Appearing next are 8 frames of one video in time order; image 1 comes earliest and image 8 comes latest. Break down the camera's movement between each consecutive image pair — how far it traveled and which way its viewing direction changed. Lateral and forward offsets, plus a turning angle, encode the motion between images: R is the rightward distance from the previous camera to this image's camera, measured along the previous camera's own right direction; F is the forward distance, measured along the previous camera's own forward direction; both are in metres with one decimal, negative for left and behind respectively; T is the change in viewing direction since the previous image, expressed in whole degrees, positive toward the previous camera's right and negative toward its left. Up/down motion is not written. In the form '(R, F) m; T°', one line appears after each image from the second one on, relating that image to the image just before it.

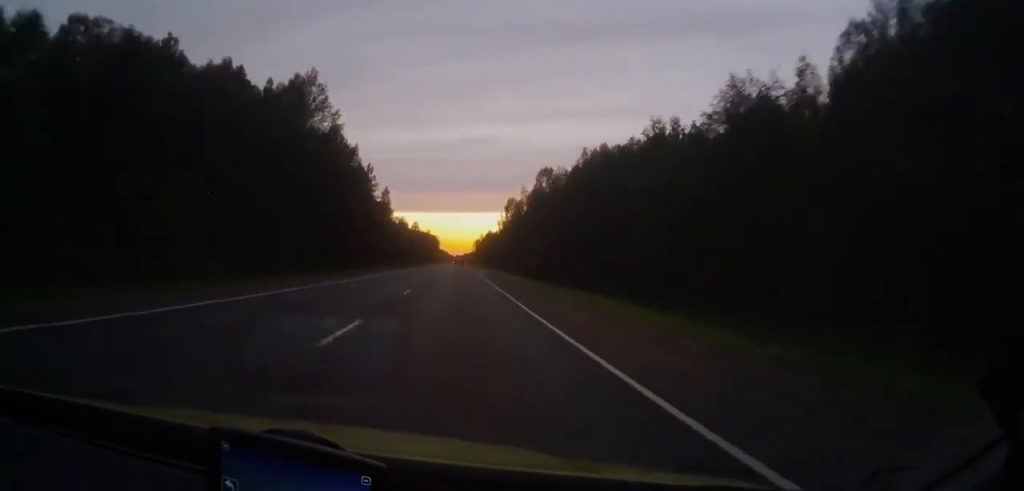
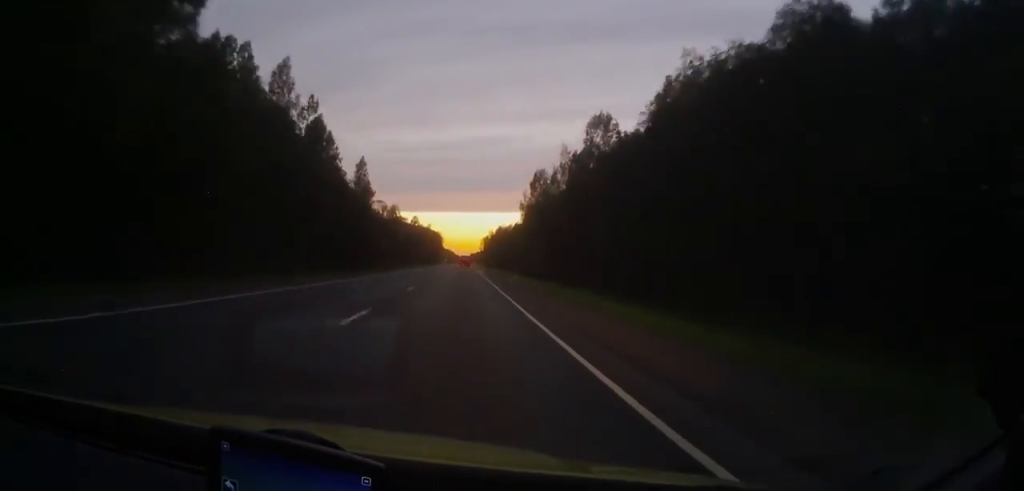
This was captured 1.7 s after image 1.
(-0.1, +57.1) m; 0°
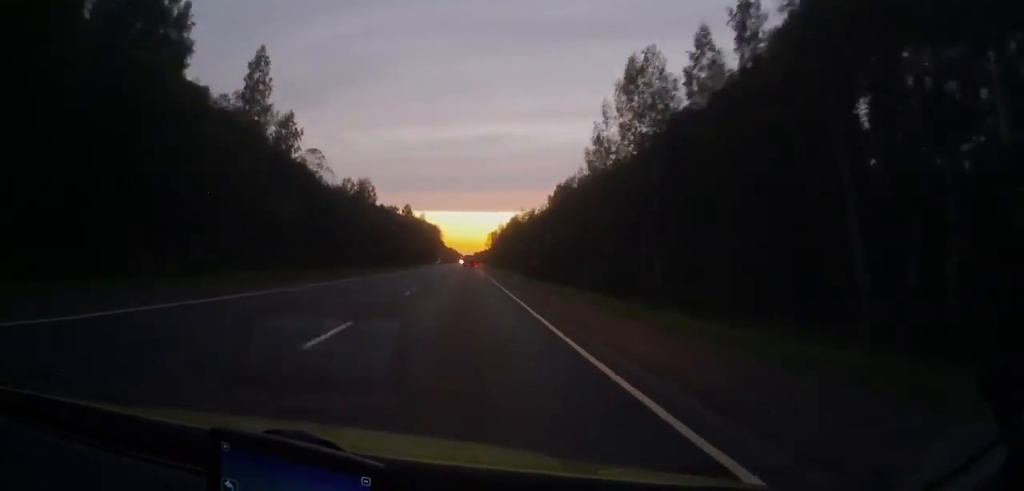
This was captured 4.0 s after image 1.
(-0.6, +74.7) m; 0°
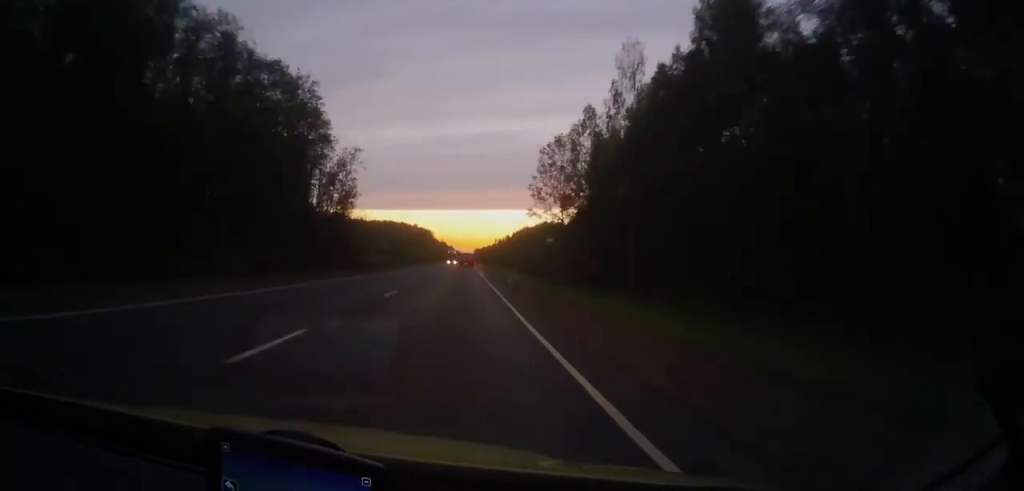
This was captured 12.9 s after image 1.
(-0.6, +312.7) m; 0°
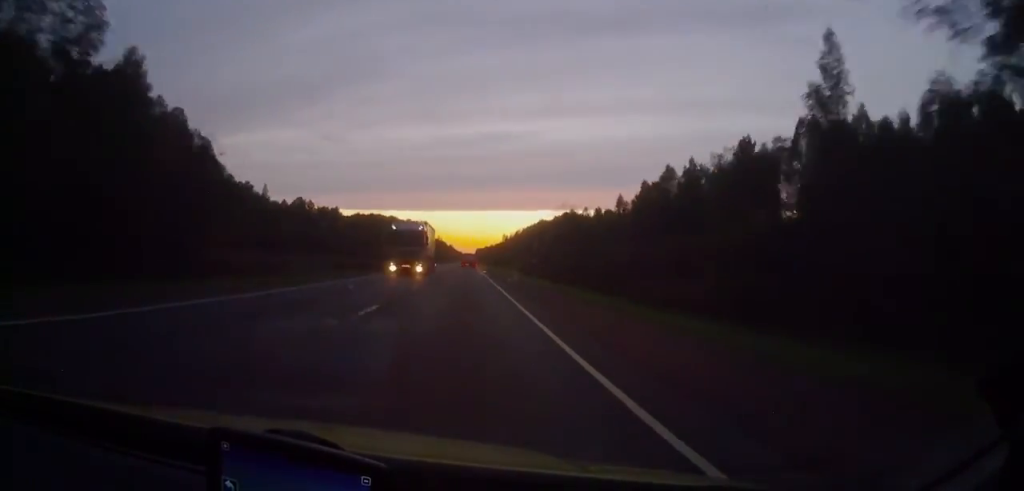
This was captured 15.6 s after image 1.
(-0.1, +63.1) m; 0°
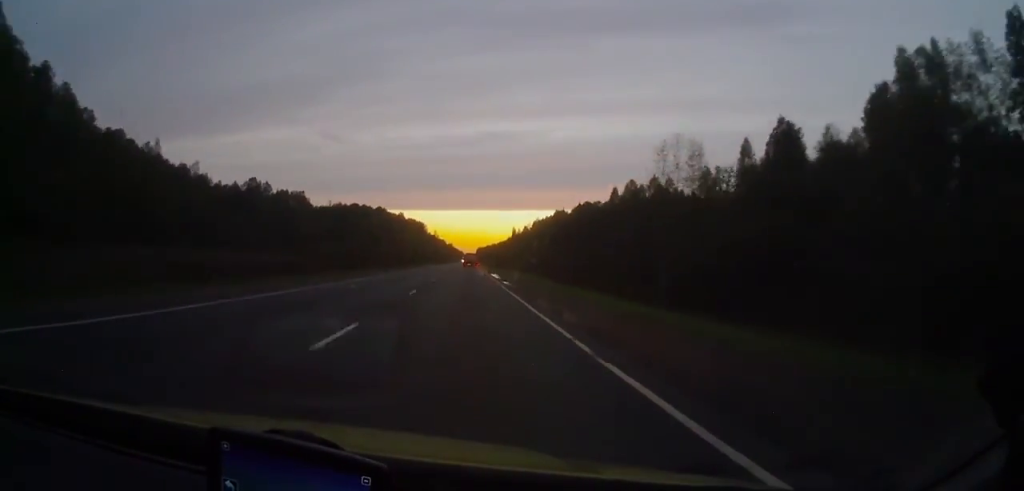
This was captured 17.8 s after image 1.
(0.0, +53.0) m; 0°
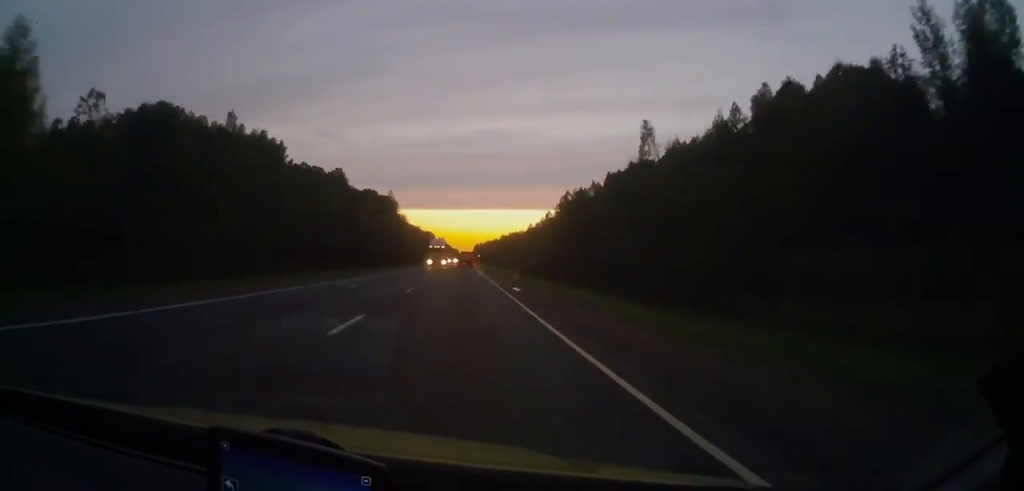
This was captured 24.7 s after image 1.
(+0.7, +187.9) m; 0°
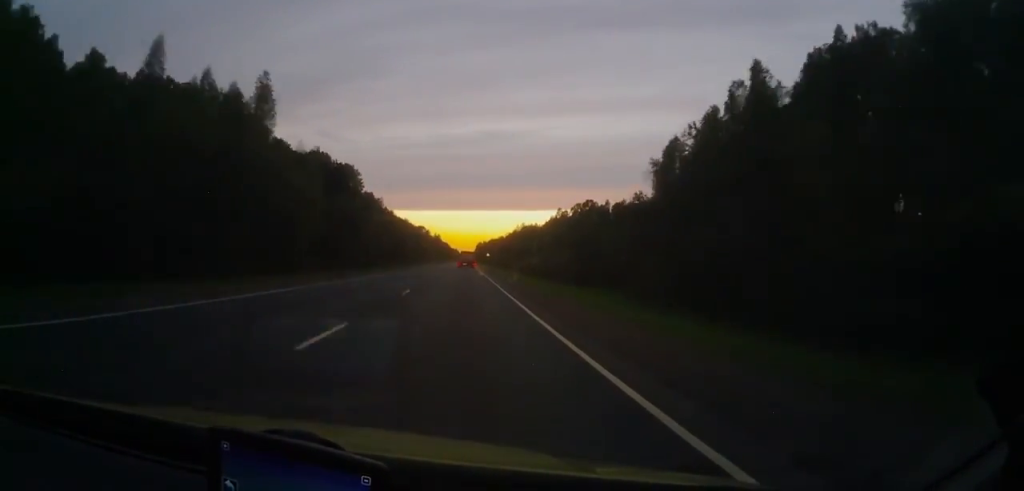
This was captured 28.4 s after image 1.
(+0.1, +100.5) m; 0°
